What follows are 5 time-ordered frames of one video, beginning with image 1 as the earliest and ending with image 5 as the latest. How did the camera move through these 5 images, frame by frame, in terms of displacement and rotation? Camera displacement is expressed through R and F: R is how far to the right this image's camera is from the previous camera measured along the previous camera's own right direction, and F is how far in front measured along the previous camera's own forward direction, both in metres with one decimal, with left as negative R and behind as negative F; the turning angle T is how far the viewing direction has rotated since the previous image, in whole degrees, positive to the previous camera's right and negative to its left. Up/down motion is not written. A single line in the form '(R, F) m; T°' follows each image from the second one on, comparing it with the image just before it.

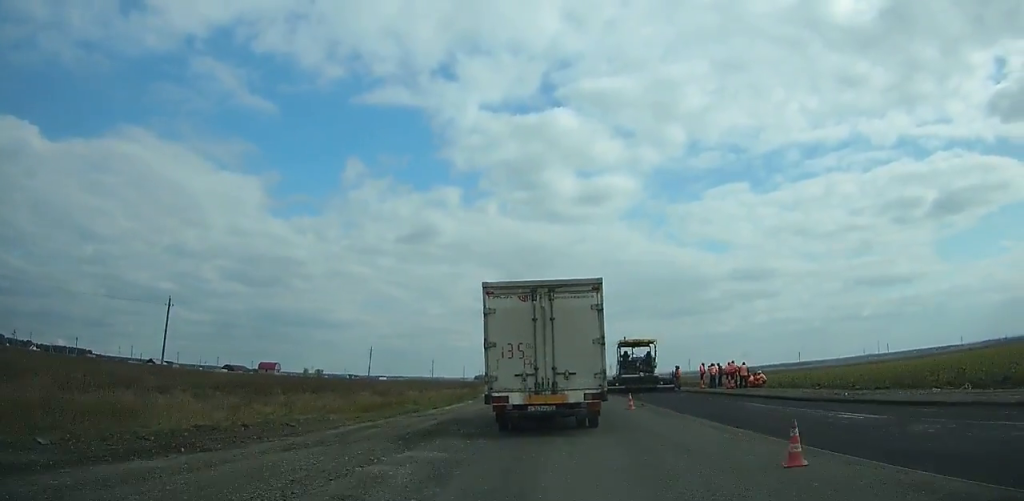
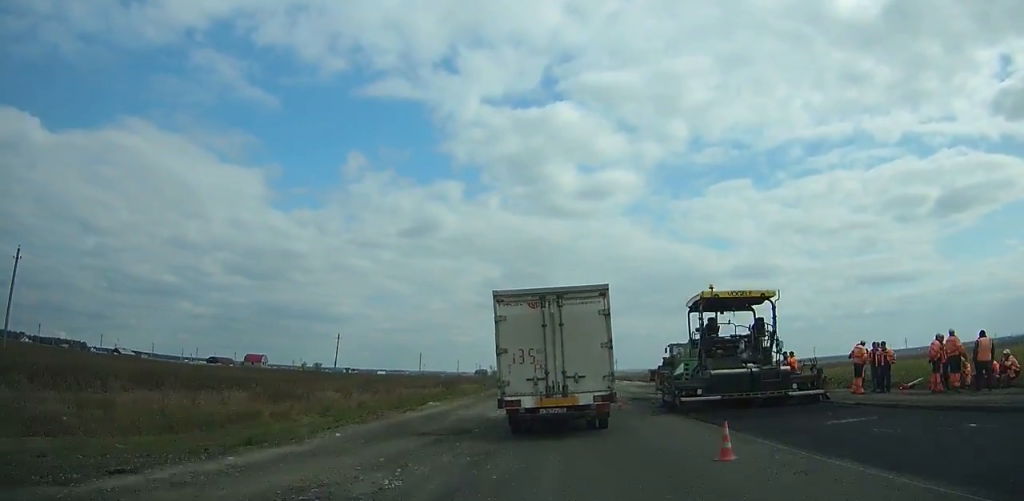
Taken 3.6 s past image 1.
(+0.5, +22.6) m; +2°
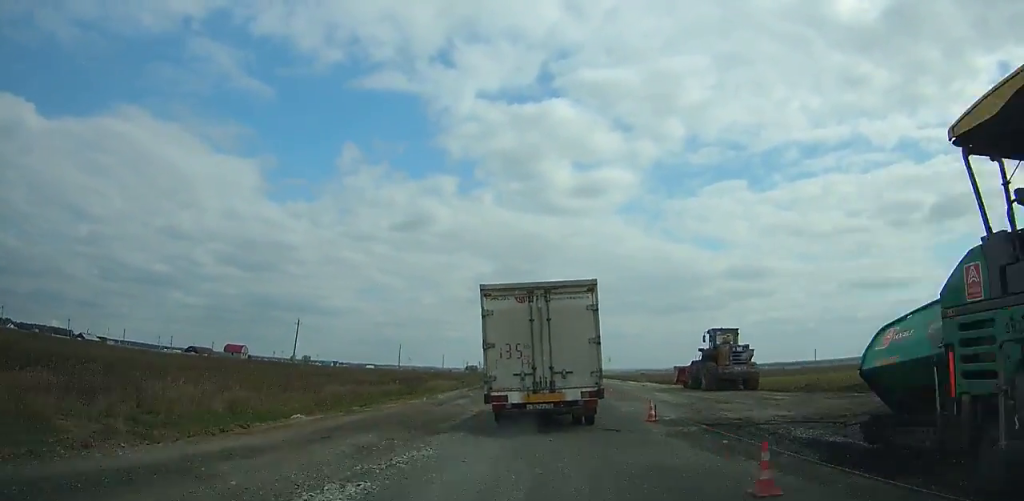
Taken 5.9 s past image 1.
(+0.1, +15.1) m; 0°
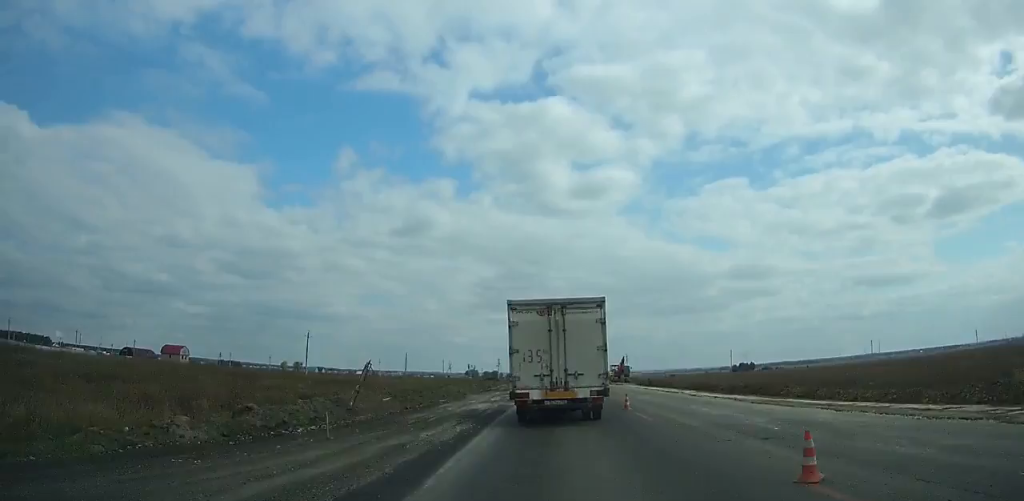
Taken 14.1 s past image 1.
(-0.1, +67.2) m; 0°
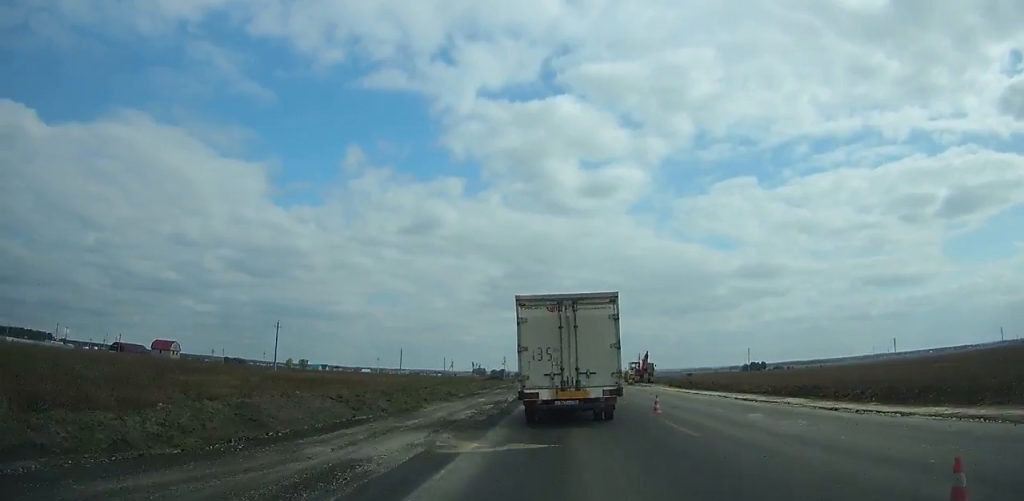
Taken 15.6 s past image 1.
(0.0, +14.5) m; 0°
